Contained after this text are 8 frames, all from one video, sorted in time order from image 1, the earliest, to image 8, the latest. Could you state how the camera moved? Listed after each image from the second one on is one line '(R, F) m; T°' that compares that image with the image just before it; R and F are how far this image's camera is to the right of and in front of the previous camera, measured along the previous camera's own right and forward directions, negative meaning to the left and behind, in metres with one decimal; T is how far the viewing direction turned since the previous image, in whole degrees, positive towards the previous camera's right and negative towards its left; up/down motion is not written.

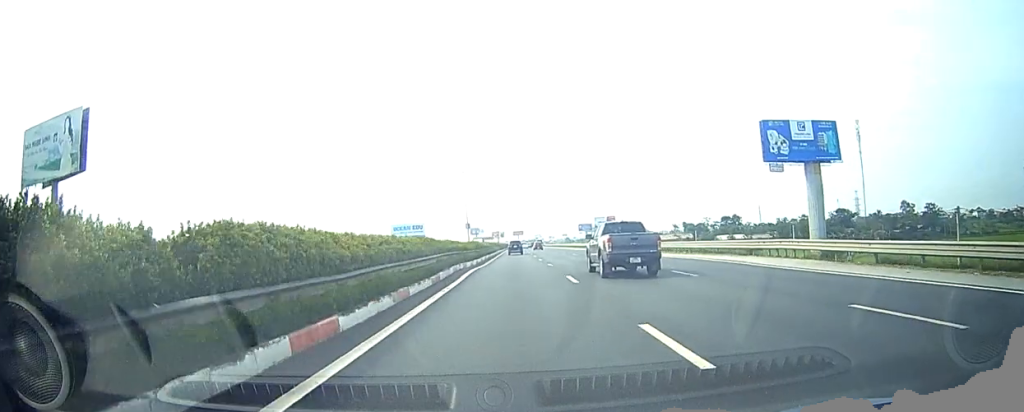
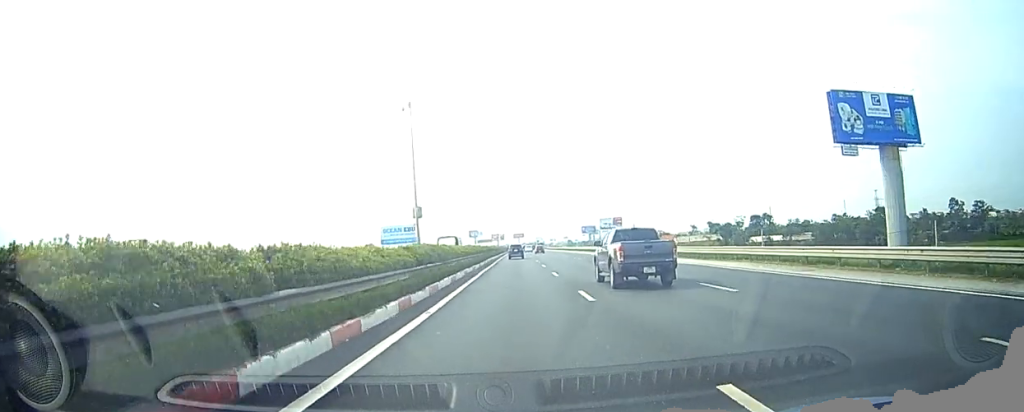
(-0.4, +27.8) m; -1°
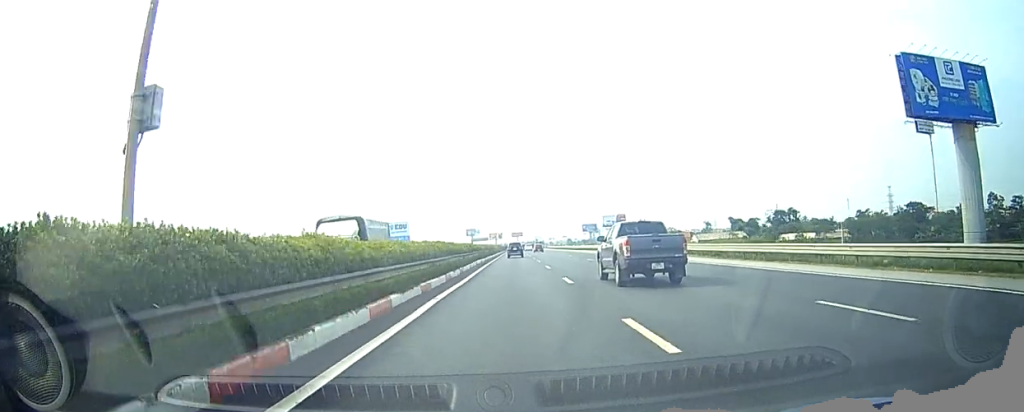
(0.0, +19.4) m; 0°
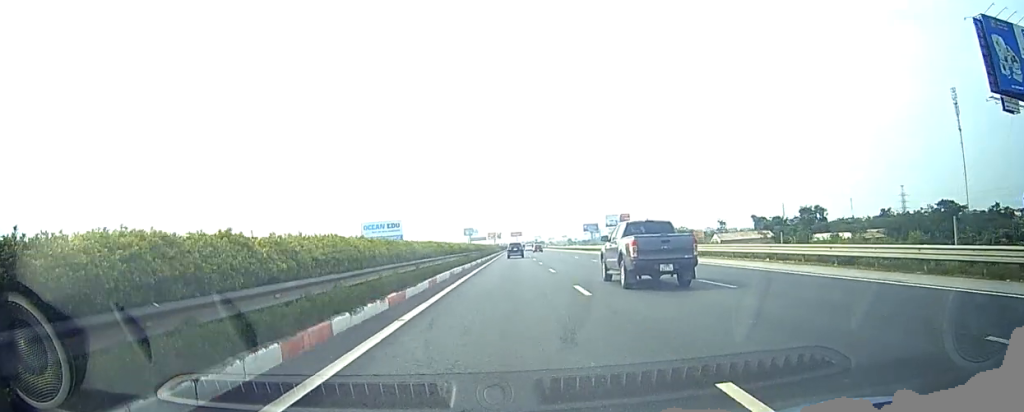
(0.0, +16.5) m; 0°
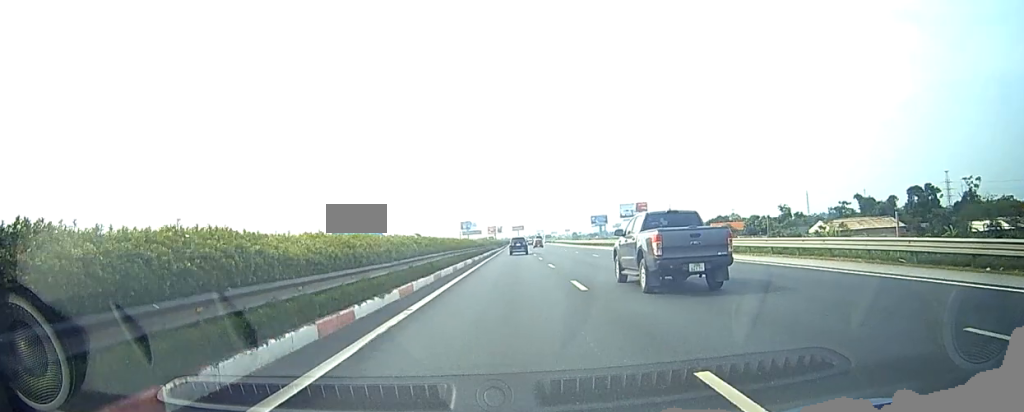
(+0.2, +51.7) m; 0°
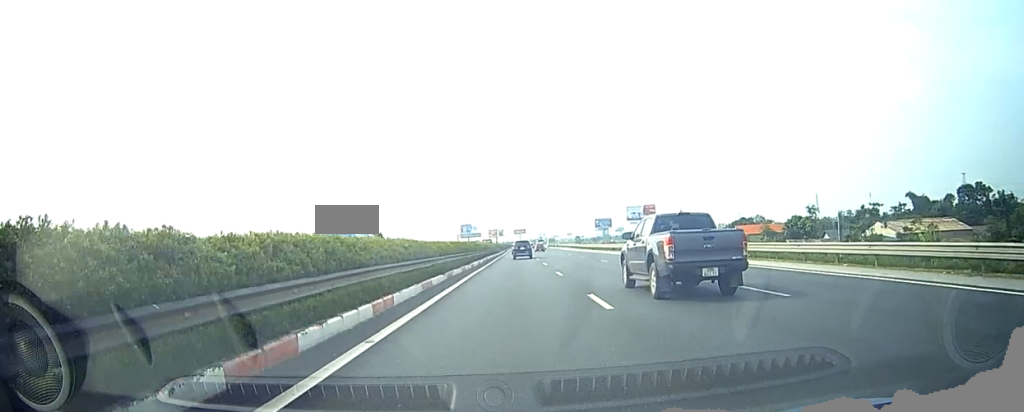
(-0.1, +18.1) m; 0°
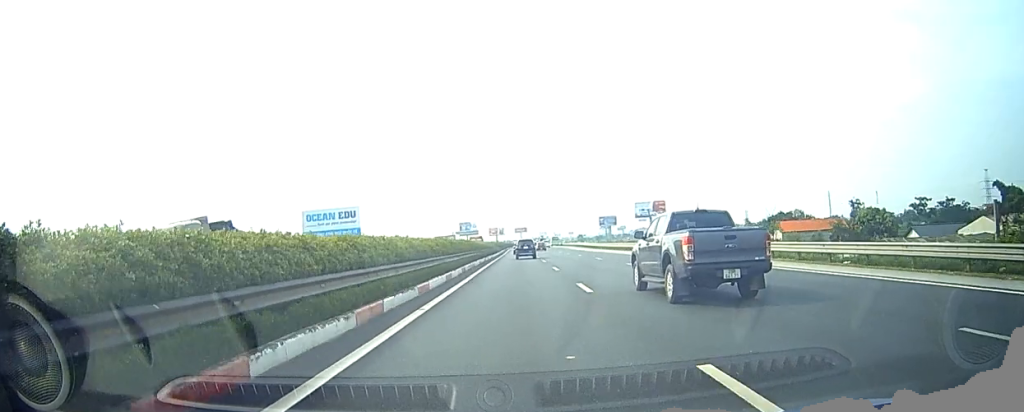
(+0.2, +22.0) m; +1°
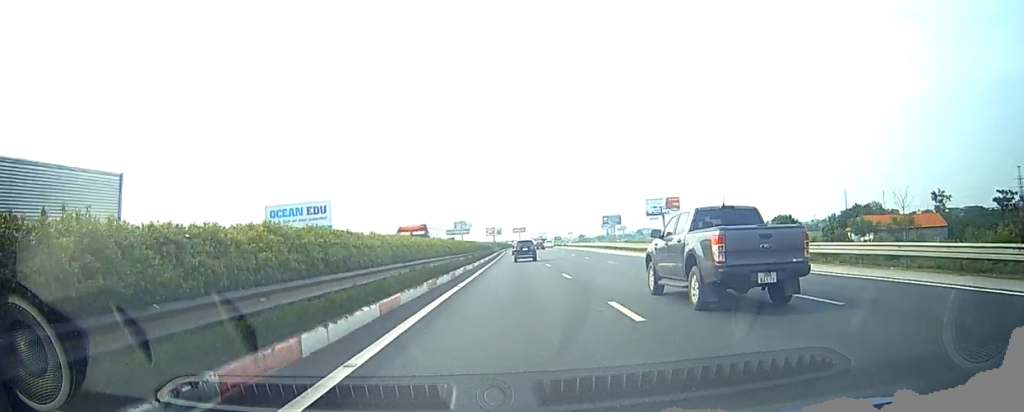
(+0.2, +32.4) m; 0°
